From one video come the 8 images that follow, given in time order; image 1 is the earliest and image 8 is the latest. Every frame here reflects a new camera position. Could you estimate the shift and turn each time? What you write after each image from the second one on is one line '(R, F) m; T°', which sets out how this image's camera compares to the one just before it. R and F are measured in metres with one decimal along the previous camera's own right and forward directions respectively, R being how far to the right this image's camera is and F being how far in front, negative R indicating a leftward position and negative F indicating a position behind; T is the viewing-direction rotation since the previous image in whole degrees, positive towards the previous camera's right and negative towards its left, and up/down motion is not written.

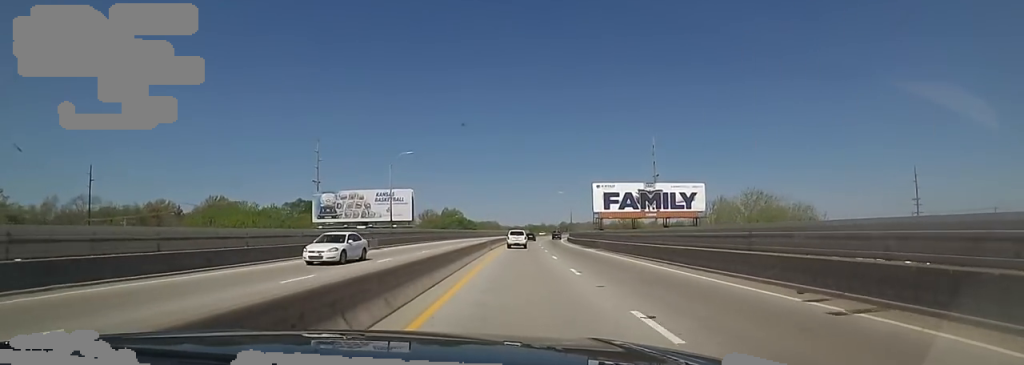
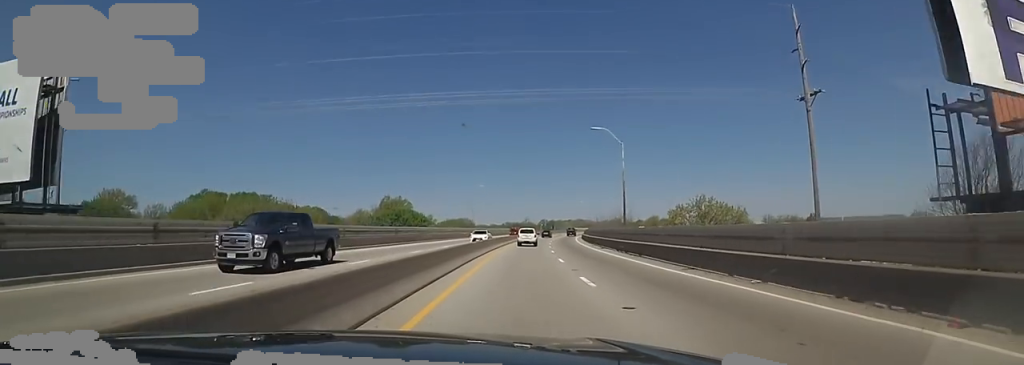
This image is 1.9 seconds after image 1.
(-0.1, +53.1) m; 0°
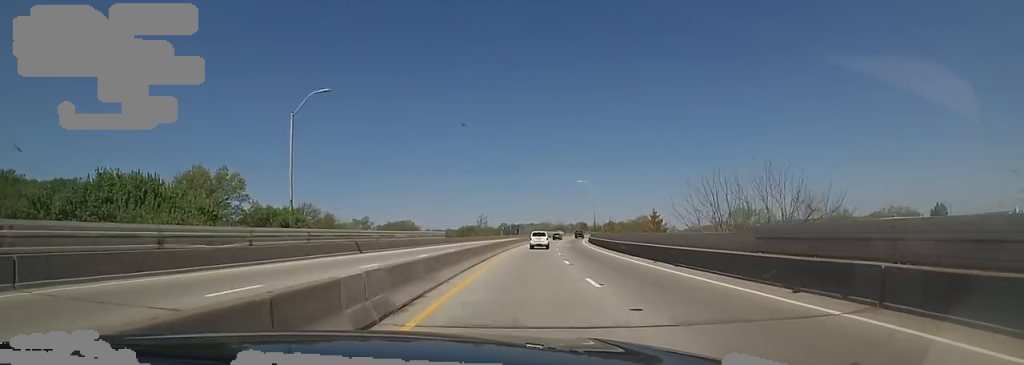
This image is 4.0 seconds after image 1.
(+2.4, +59.0) m; +6°
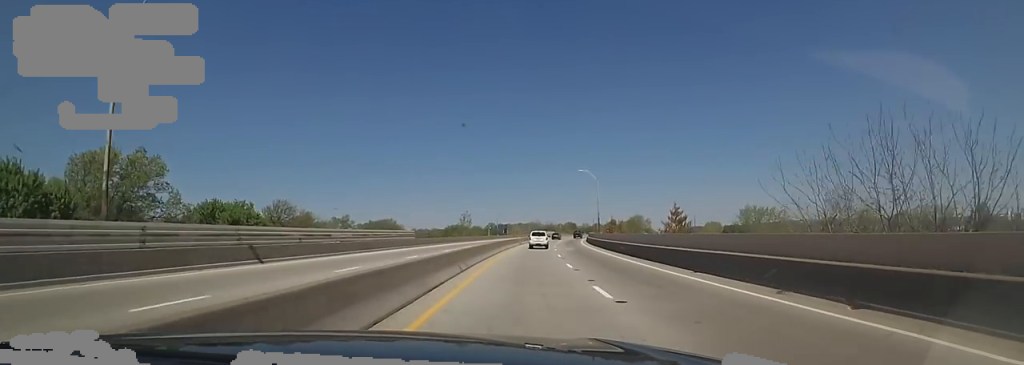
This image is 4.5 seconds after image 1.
(+0.2, +12.4) m; +1°
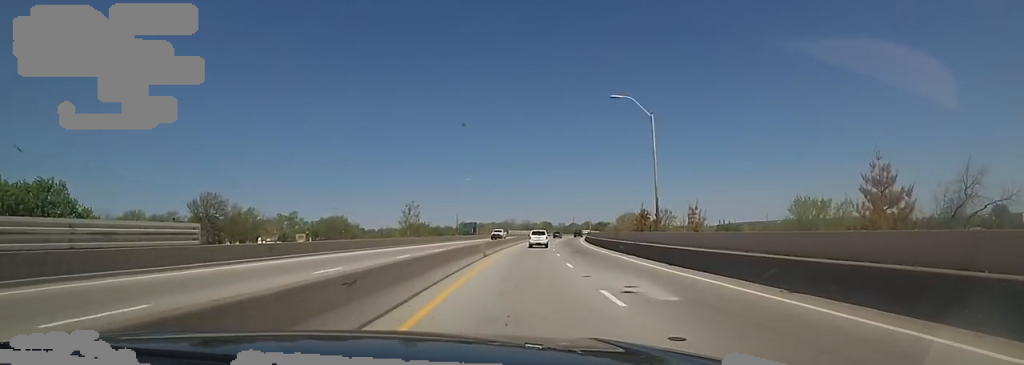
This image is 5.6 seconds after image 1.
(+0.8, +31.6) m; +3°
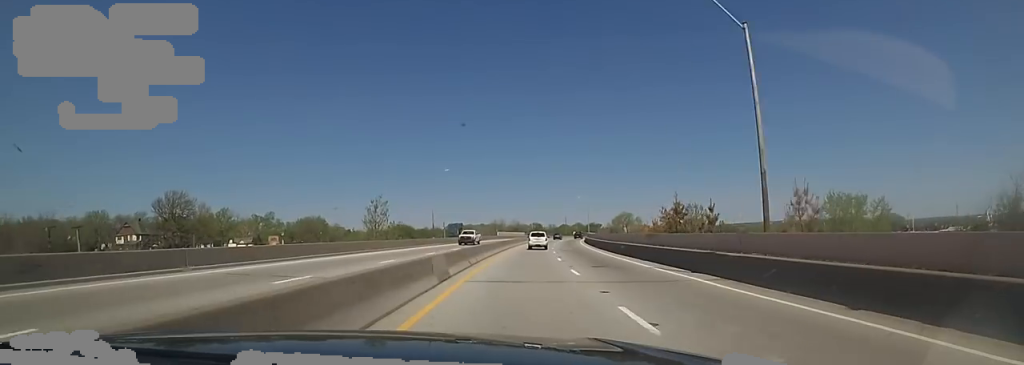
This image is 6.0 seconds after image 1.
(+0.1, +12.6) m; +1°
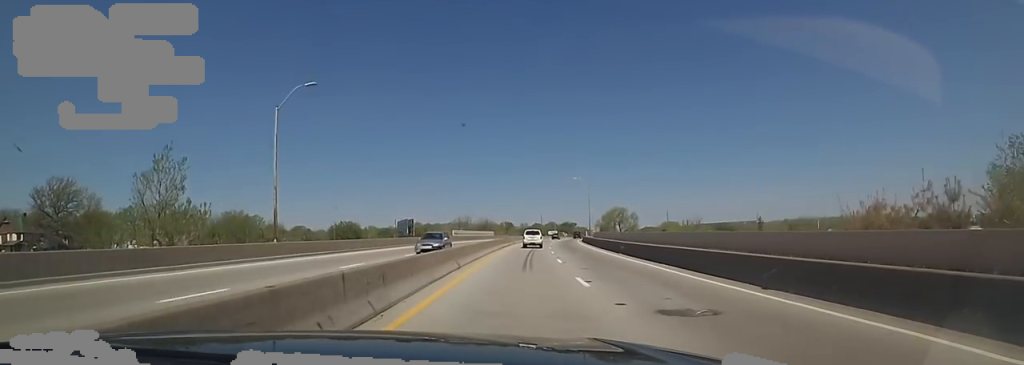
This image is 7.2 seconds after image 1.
(+0.8, +34.1) m; +4°
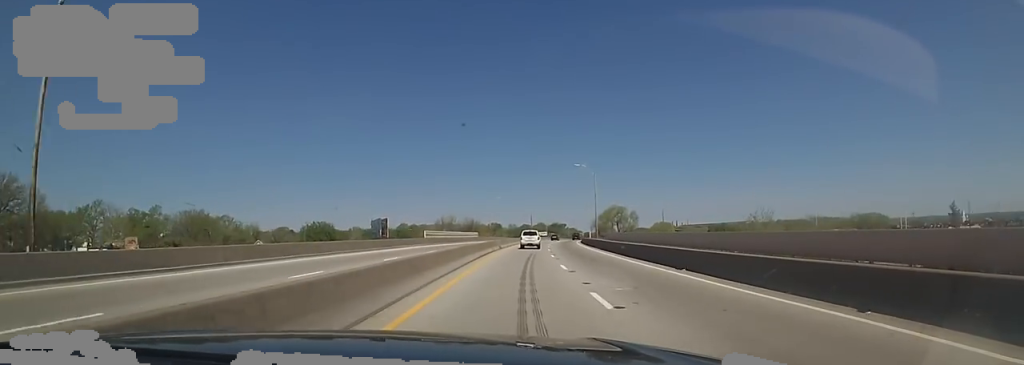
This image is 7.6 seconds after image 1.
(+0.6, +13.7) m; +2°
